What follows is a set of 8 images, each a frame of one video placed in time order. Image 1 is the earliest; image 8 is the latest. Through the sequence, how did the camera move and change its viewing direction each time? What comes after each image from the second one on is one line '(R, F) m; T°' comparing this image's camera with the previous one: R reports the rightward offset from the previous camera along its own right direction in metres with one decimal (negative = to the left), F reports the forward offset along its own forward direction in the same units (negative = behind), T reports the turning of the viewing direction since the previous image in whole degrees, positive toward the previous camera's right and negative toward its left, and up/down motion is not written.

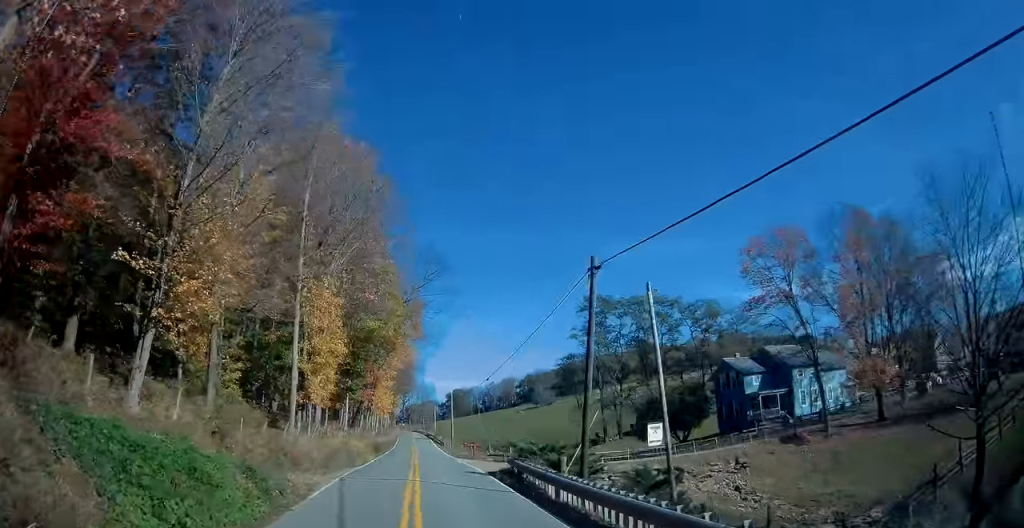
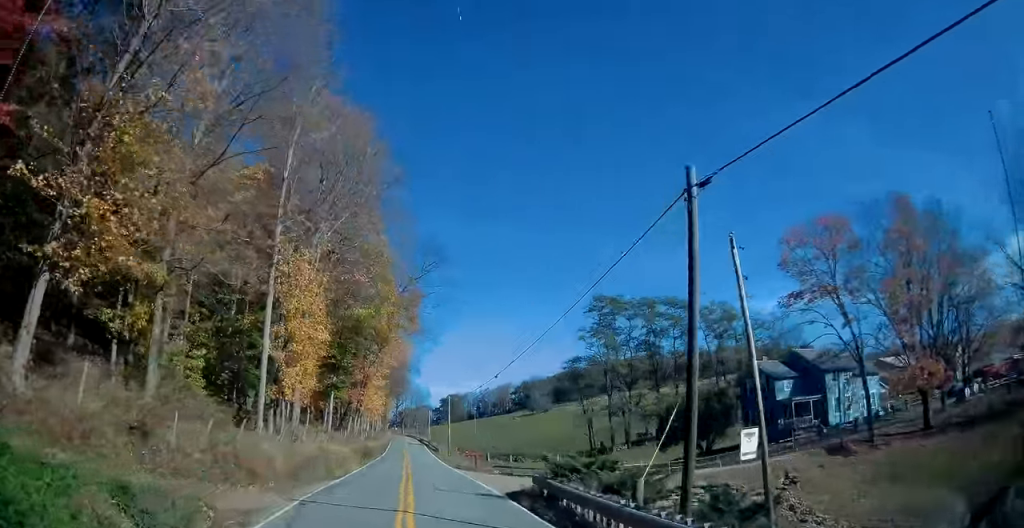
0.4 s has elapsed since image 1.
(-0.1, +6.3) m; -1°
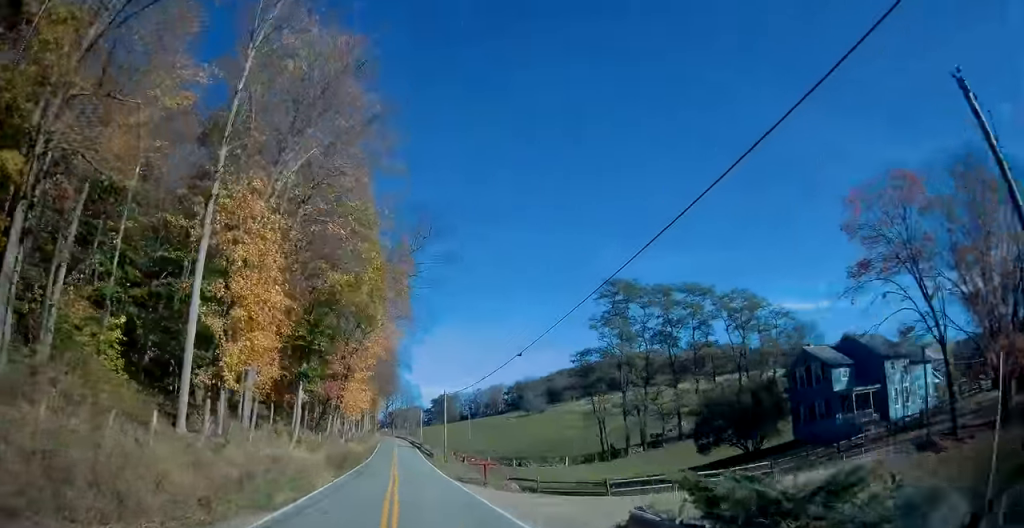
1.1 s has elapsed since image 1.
(-0.1, +9.3) m; 0°
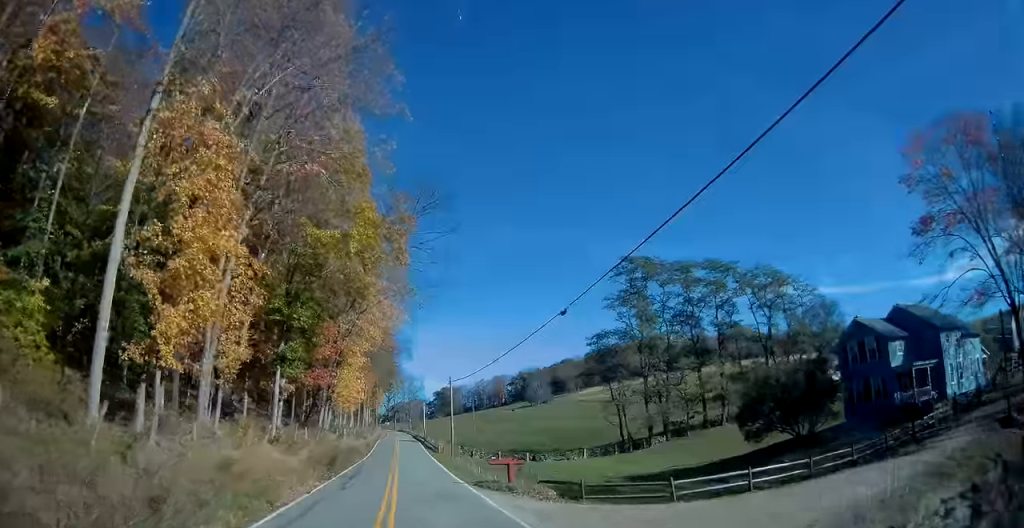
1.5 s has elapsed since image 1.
(-0.1, +6.4) m; +1°
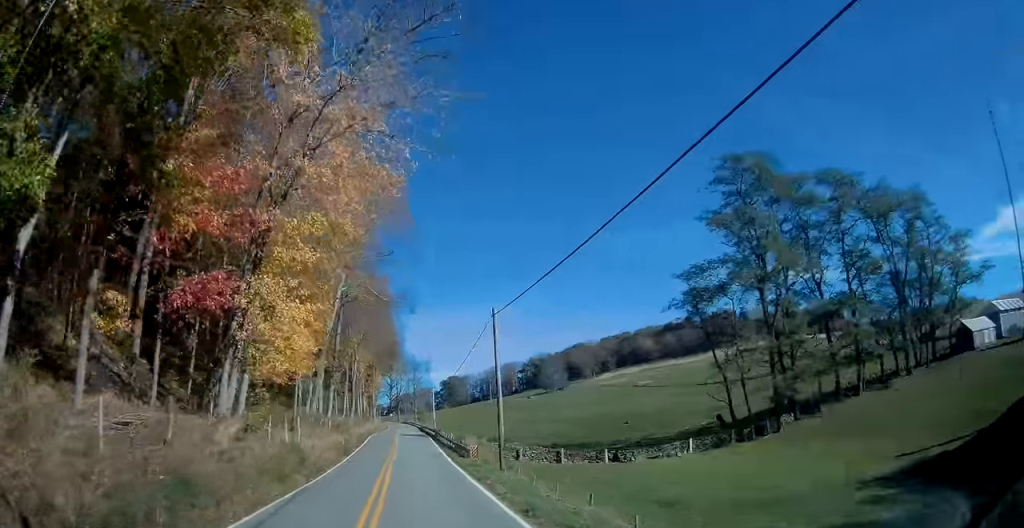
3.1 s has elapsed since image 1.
(+0.8, +24.4) m; +2°
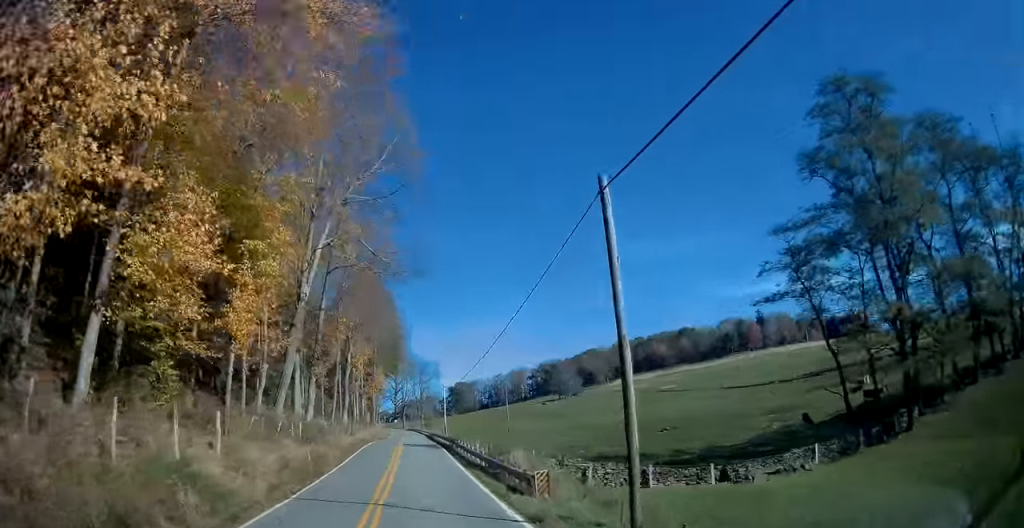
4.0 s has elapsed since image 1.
(-0.2, +13.7) m; -1°
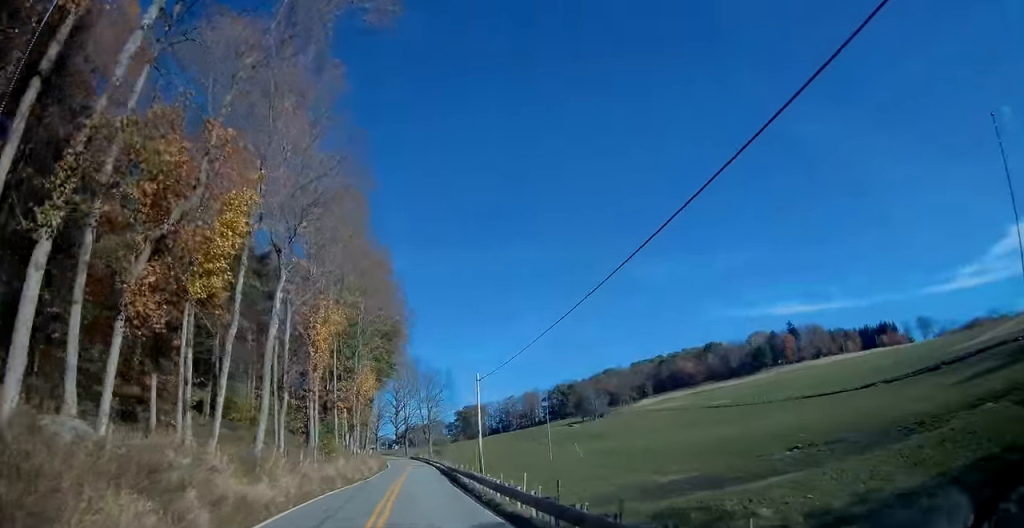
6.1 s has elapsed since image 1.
(-0.3, +32.5) m; -1°
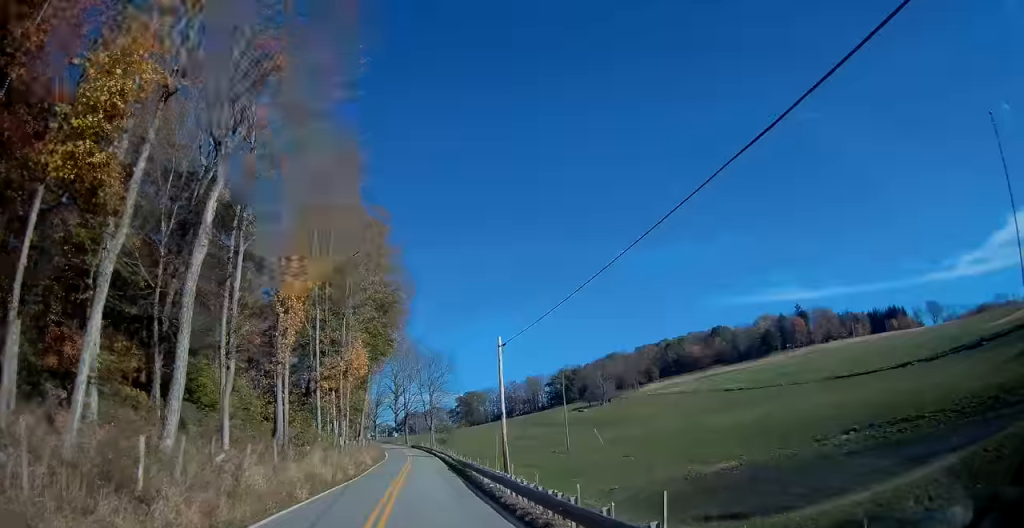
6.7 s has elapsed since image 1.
(+0.1, +9.5) m; -1°
